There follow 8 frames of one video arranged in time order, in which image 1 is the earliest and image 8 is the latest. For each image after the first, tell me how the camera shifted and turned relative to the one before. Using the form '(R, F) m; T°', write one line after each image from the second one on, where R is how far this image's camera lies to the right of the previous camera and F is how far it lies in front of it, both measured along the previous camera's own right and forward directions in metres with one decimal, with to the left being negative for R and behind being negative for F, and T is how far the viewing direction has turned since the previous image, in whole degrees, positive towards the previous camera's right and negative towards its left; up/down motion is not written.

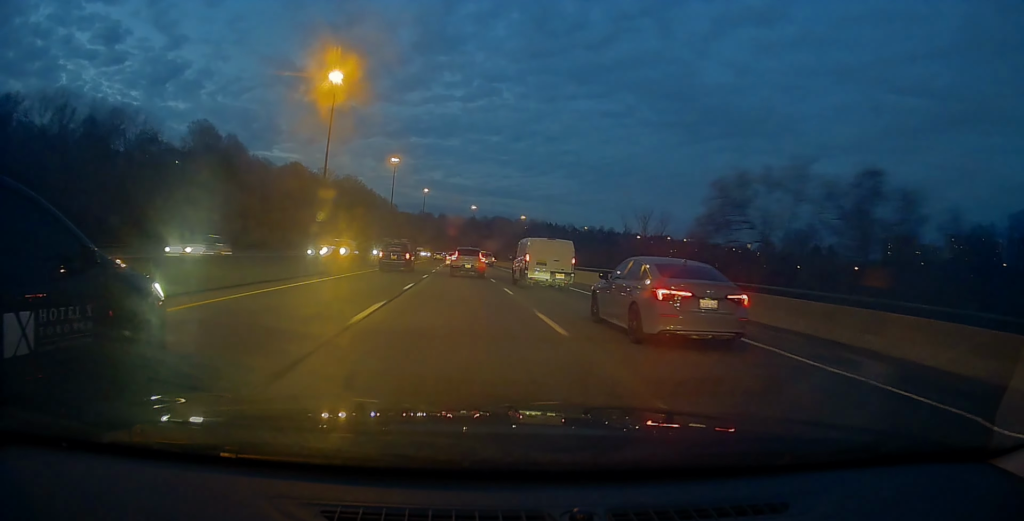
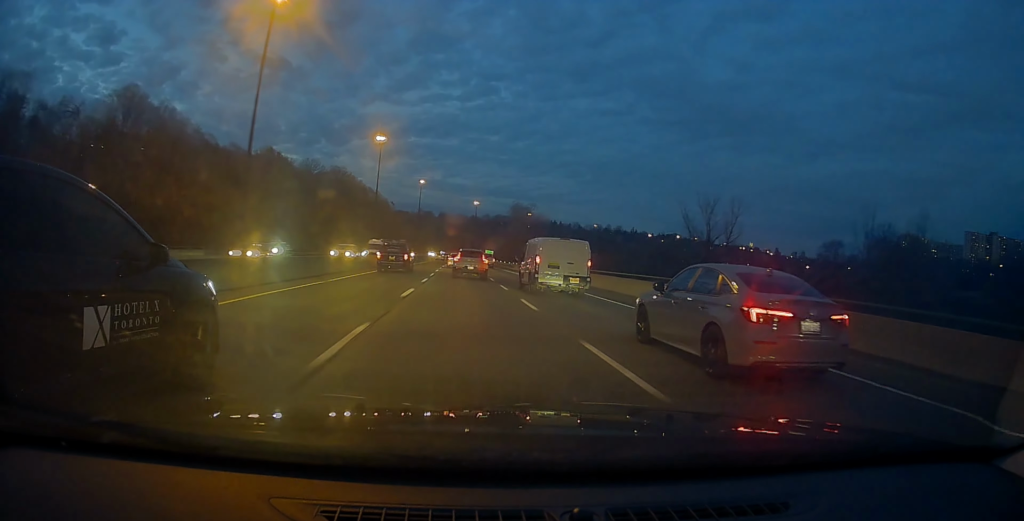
(-0.5, +40.3) m; -1°
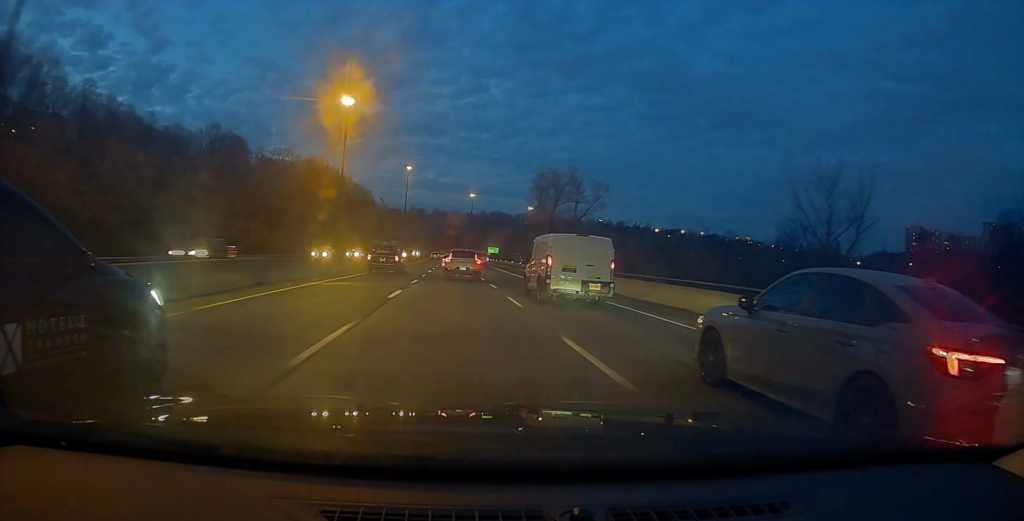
(-0.1, +42.8) m; 0°
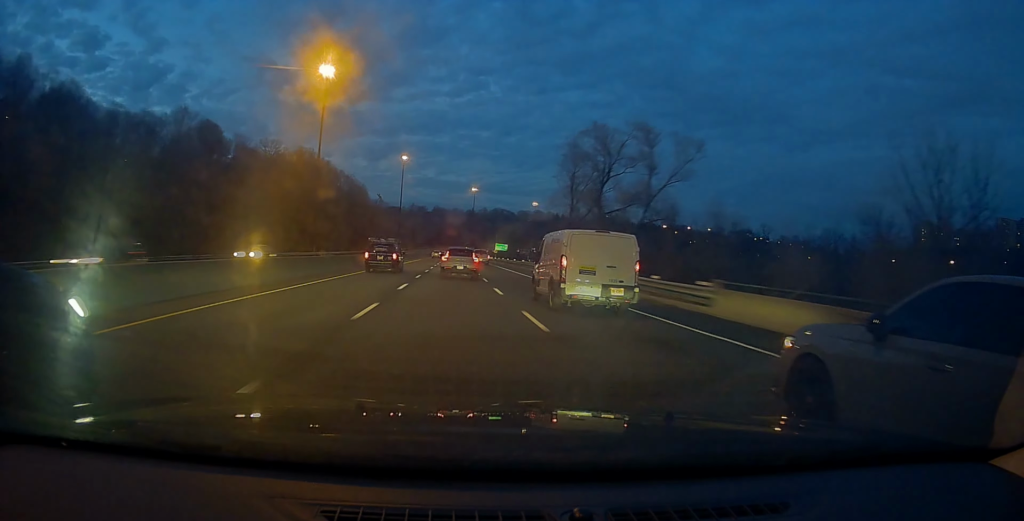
(+0.1, +22.0) m; -1°
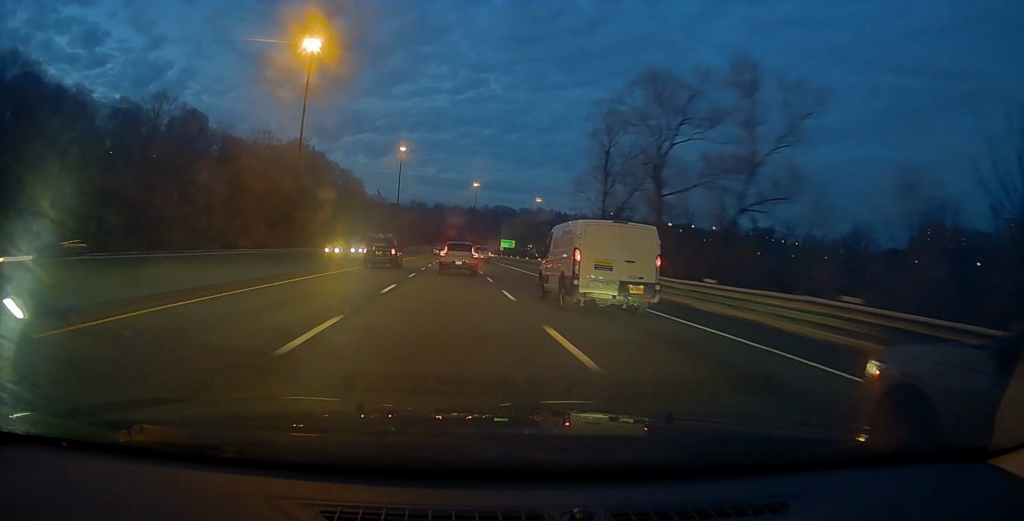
(-0.2, +13.0) m; 0°
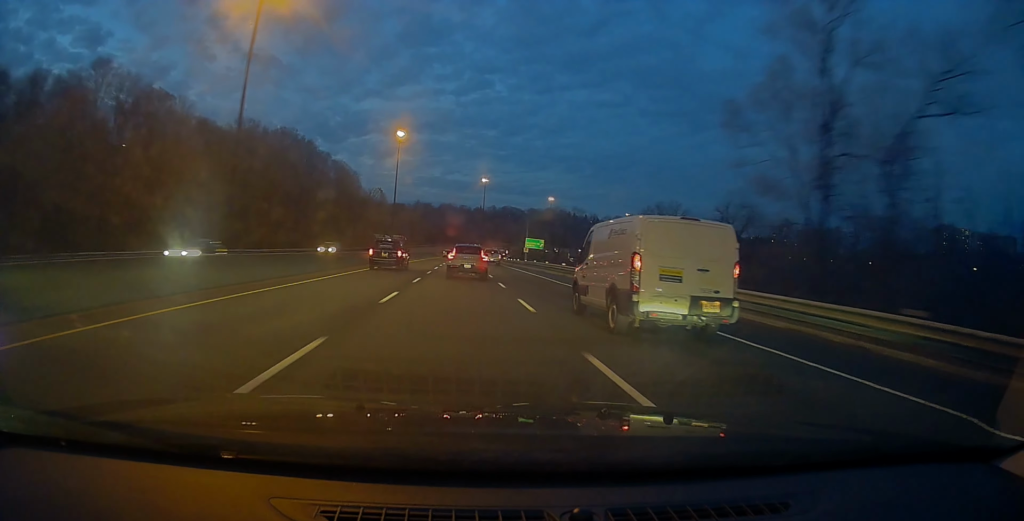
(-0.1, +28.7) m; 0°
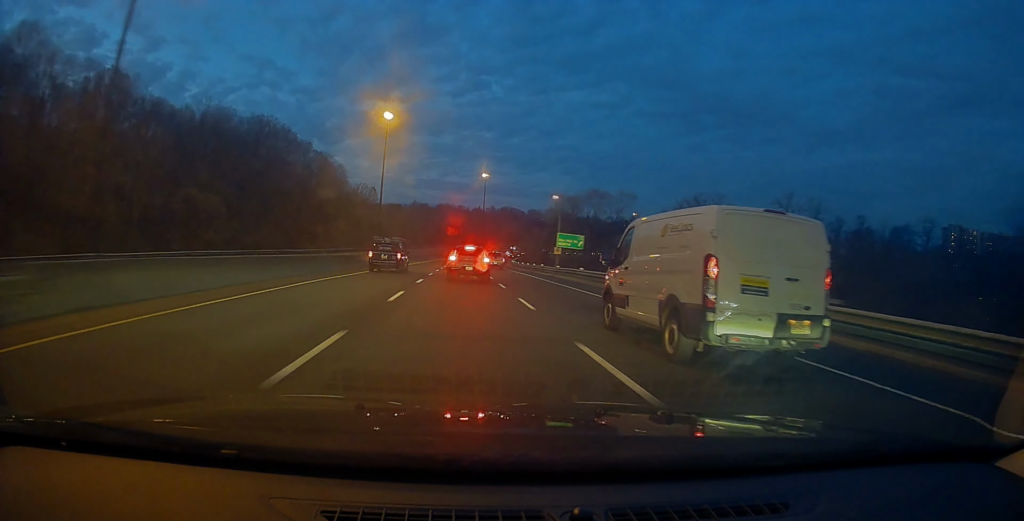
(+0.2, +25.7) m; 0°
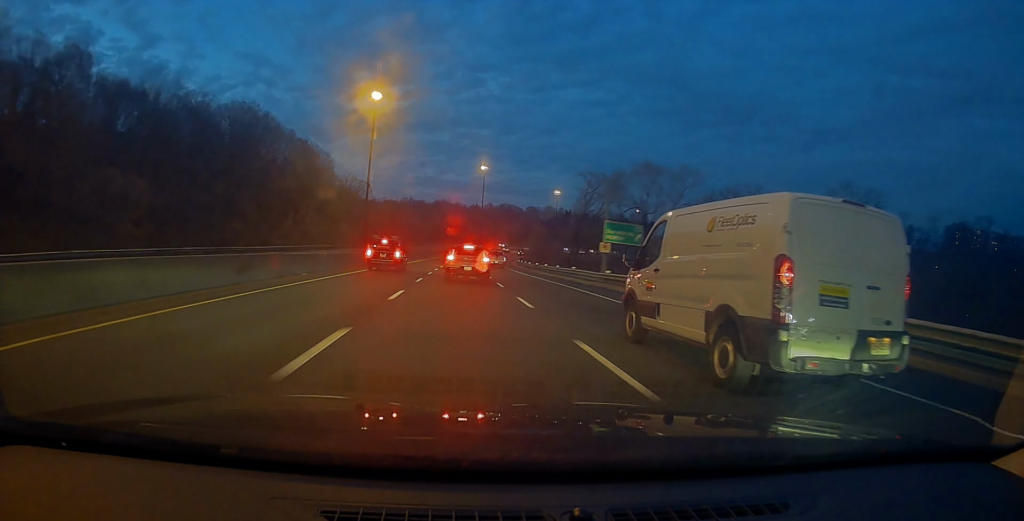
(+0.1, +17.3) m; 0°
